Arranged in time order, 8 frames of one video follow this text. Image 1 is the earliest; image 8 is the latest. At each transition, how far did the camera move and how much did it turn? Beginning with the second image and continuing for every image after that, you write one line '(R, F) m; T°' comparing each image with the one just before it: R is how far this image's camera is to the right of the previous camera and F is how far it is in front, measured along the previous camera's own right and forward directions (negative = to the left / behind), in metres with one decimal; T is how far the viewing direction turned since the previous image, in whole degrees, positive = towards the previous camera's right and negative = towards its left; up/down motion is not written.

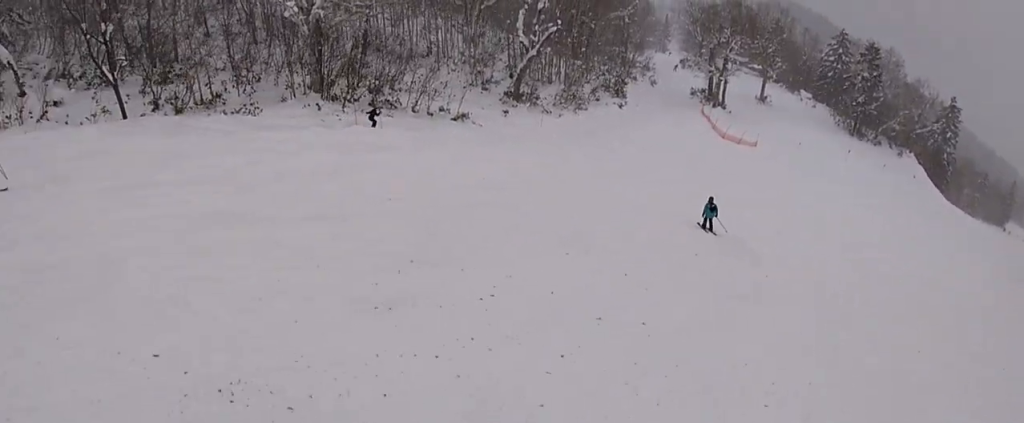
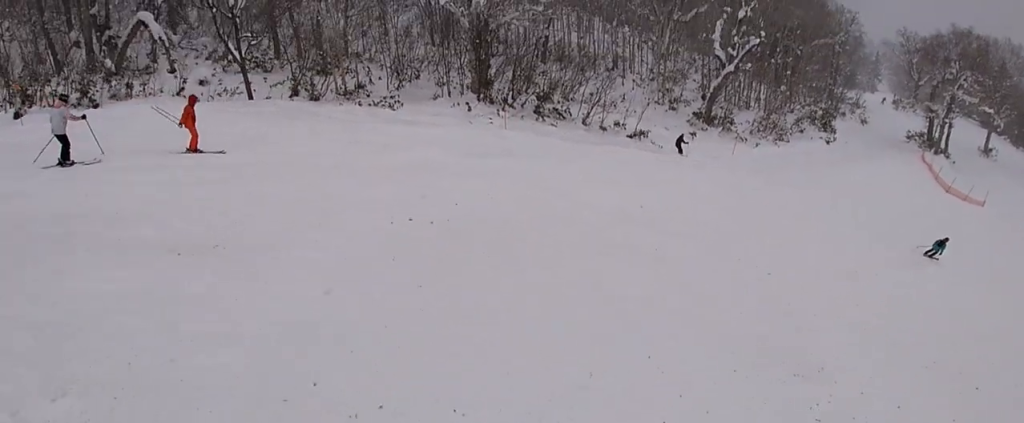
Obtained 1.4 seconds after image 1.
(-1.4, +5.6) m; -17°
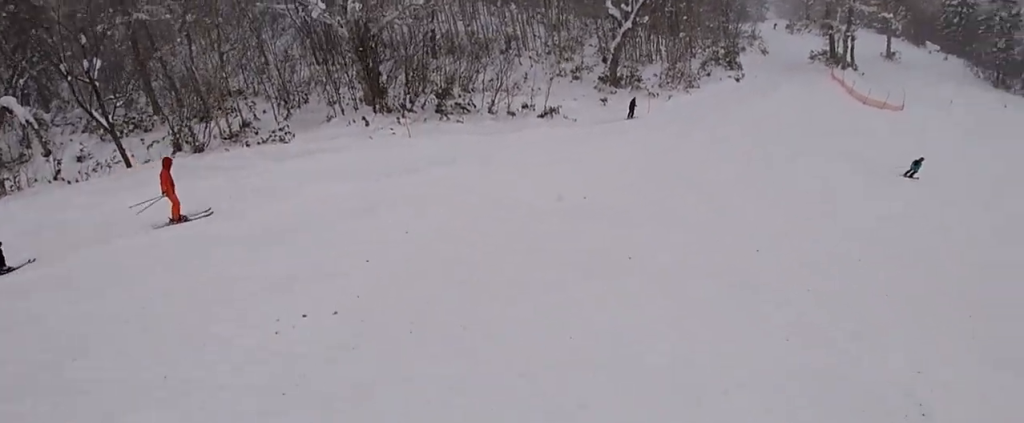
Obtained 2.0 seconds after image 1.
(-0.1, +2.2) m; +9°
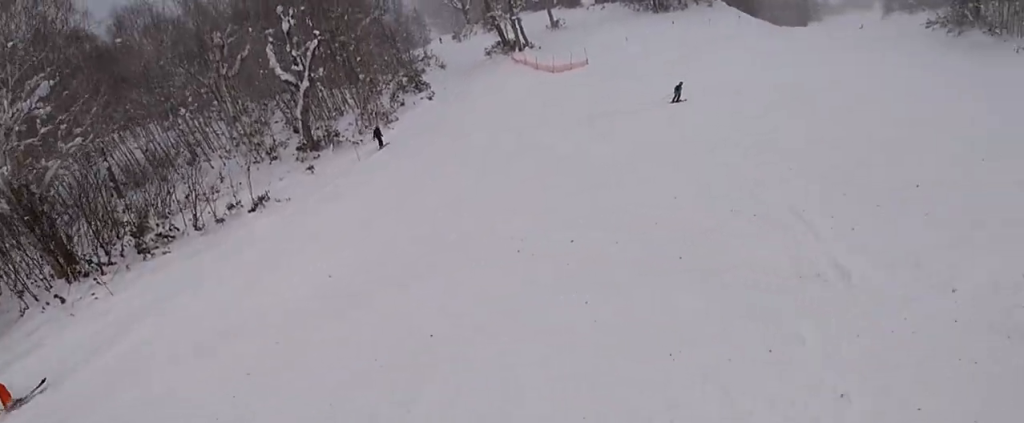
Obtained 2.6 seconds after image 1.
(-0.2, +2.4) m; +30°
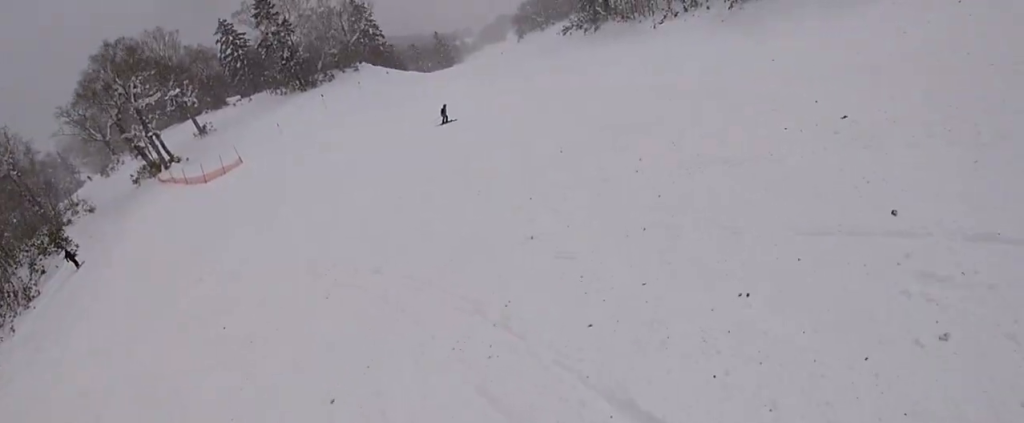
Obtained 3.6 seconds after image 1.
(+2.6, +4.0) m; +36°
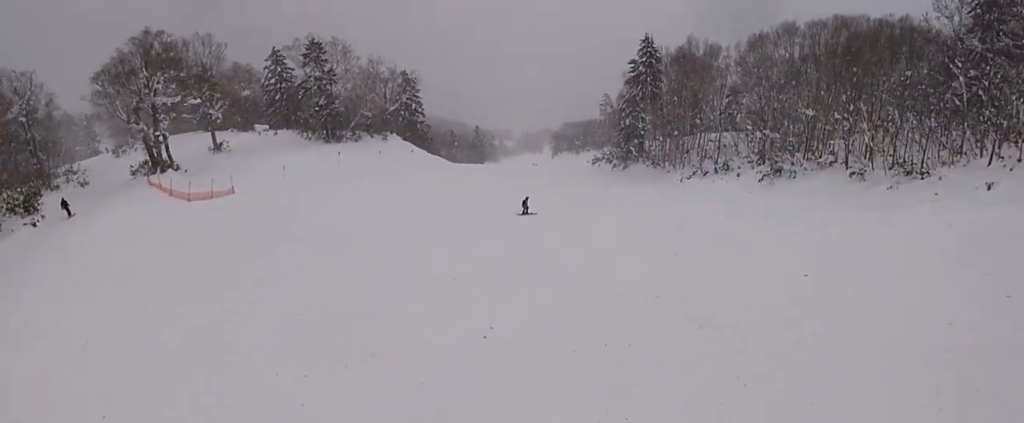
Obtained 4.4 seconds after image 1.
(+0.2, +4.1) m; -8°
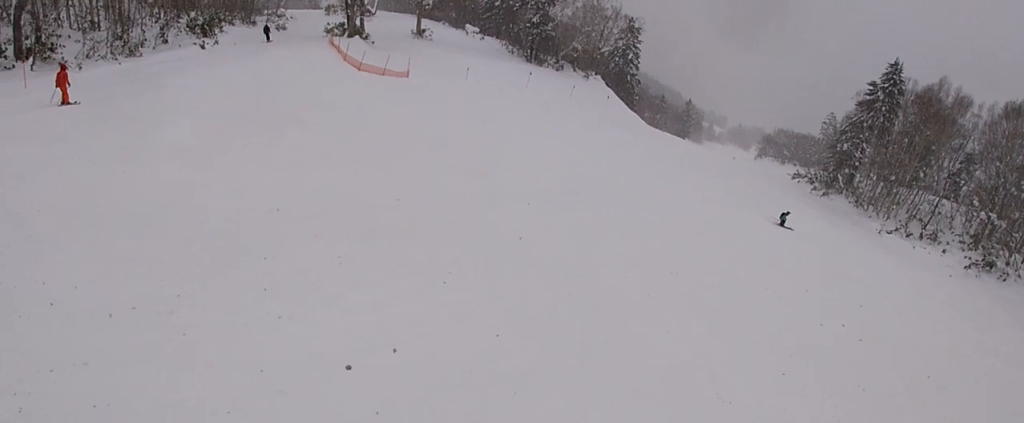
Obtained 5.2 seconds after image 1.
(-0.6, +4.2) m; -20°
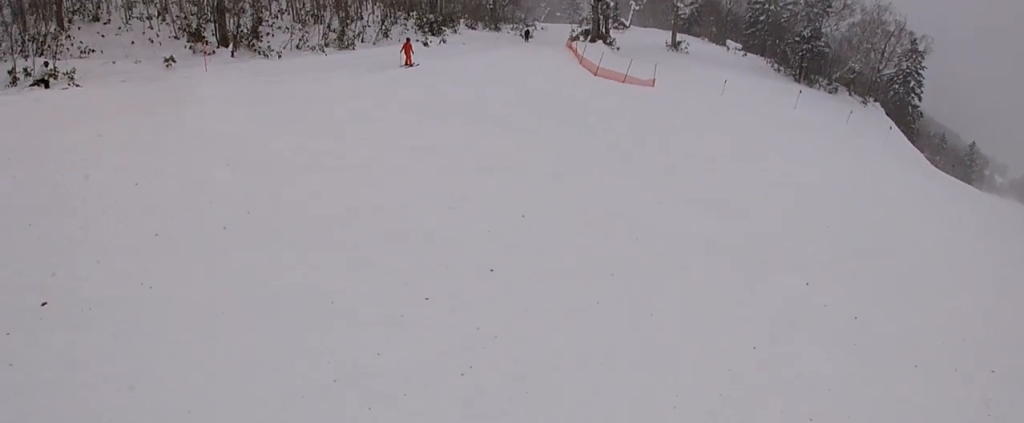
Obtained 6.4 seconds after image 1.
(-2.1, +6.2) m; -18°
